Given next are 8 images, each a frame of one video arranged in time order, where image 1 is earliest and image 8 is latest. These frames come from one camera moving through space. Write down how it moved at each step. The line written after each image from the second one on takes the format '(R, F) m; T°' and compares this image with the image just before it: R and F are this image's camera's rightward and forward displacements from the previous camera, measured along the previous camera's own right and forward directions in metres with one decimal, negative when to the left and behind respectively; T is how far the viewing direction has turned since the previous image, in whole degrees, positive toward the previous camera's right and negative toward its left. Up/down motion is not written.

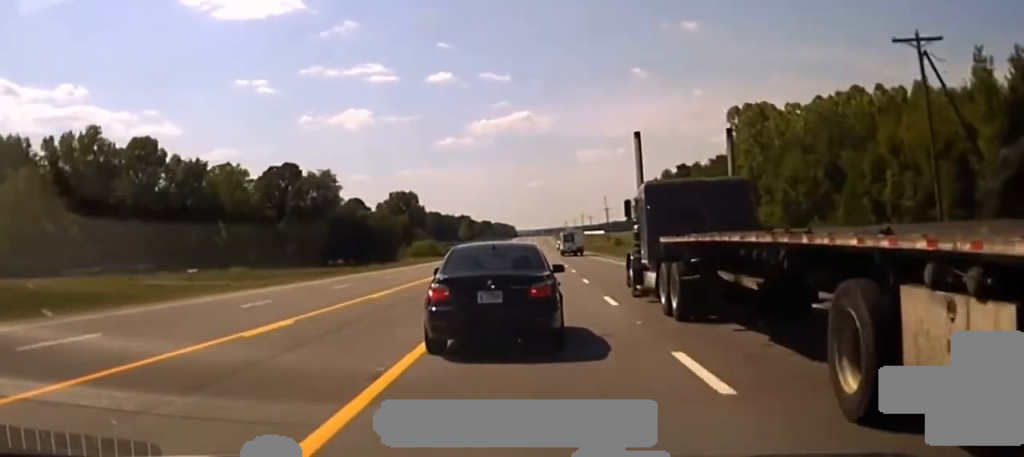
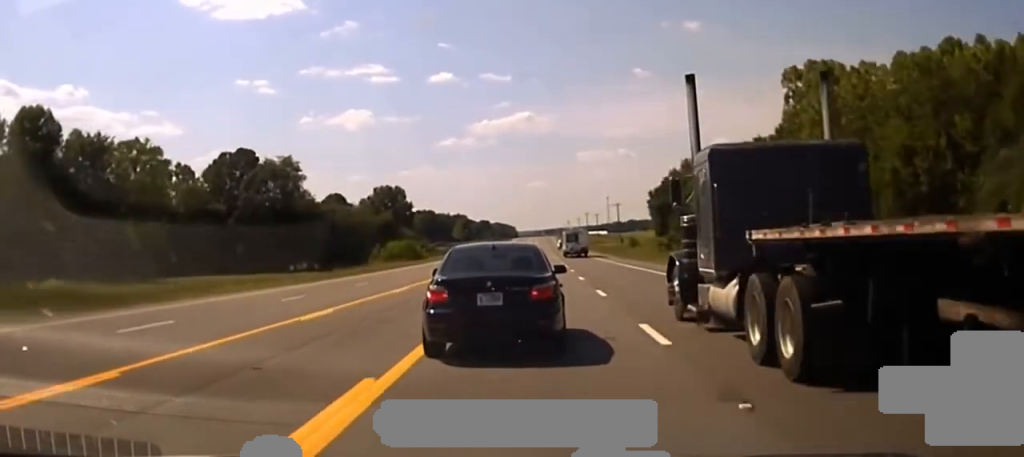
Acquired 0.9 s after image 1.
(0.0, +31.5) m; 0°
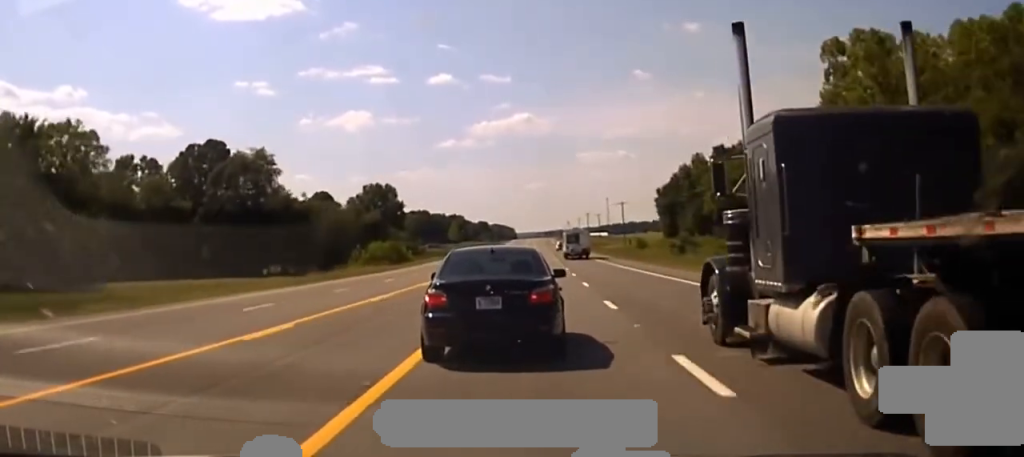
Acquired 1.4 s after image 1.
(0.0, +15.1) m; 0°
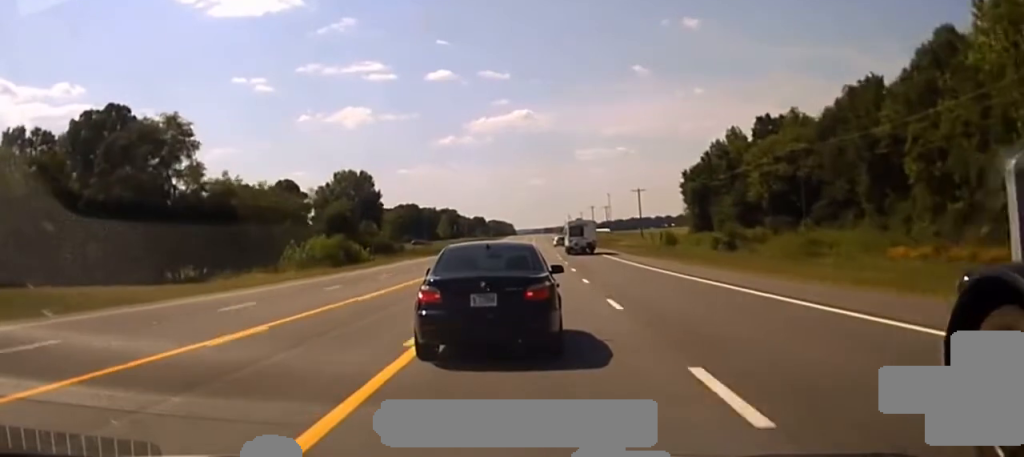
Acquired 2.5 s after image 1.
(-0.3, +35.1) m; -1°
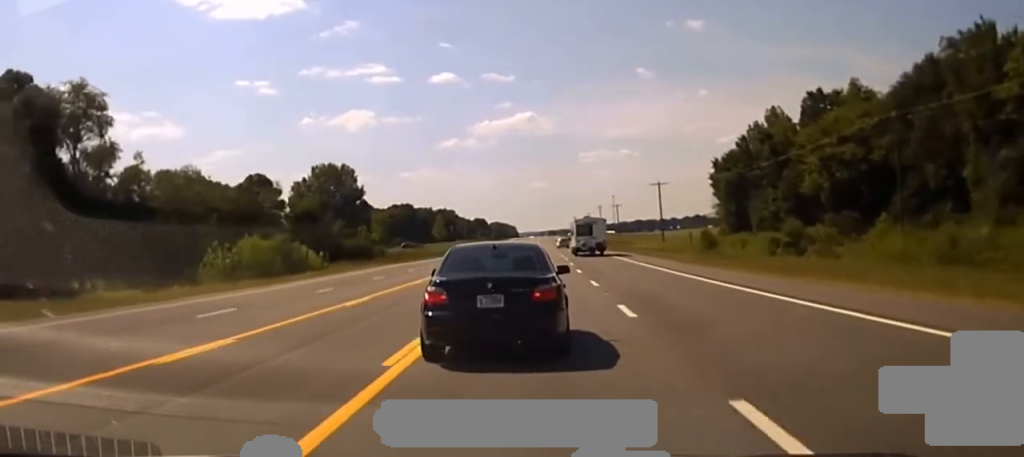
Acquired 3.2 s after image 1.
(0.0, +21.1) m; 0°
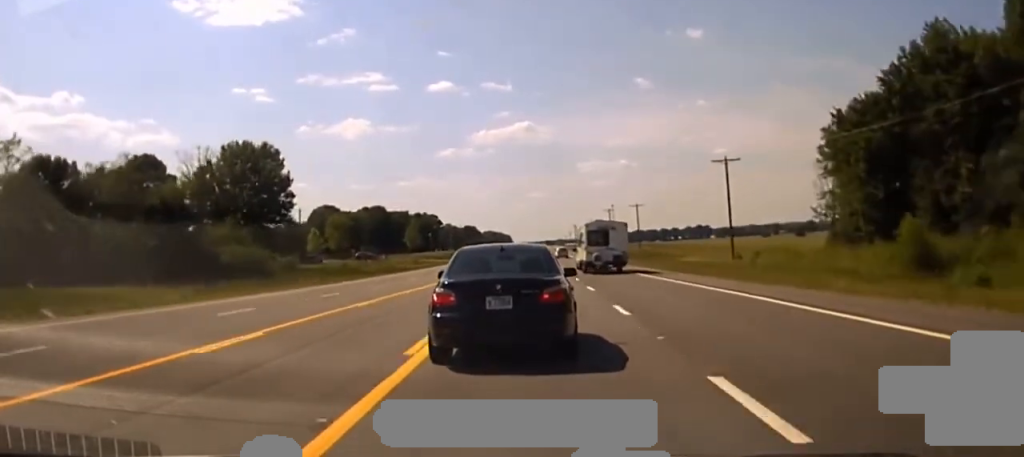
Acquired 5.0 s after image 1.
(+0.6, +57.6) m; +1°
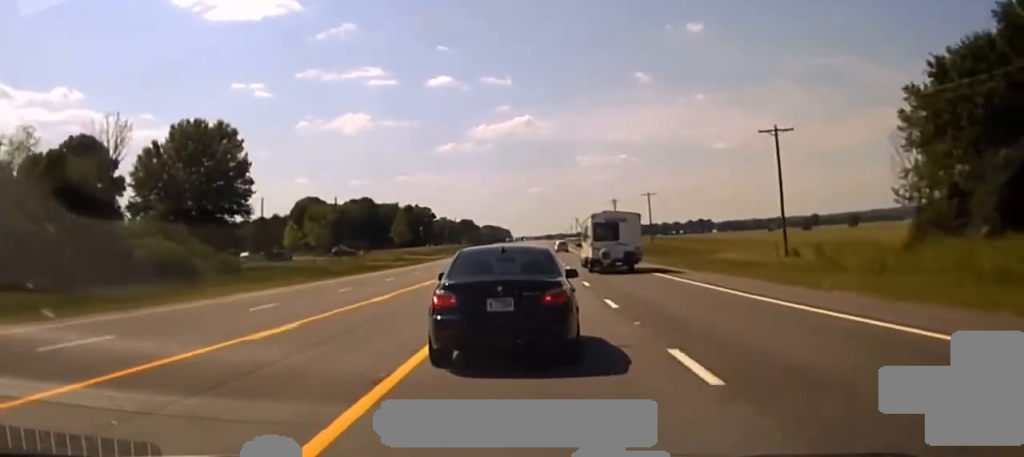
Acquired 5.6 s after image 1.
(0.0, +24.6) m; 0°
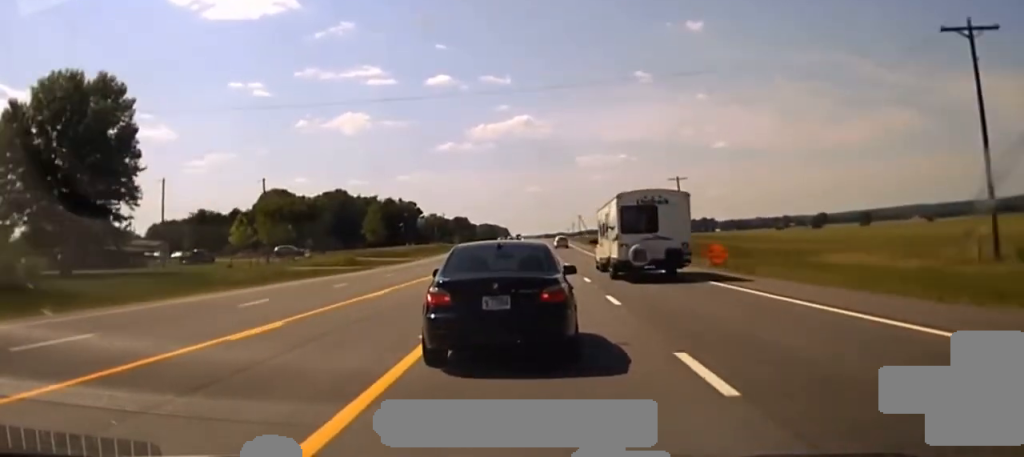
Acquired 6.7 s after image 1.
(0.0, +40.1) m; -1°
